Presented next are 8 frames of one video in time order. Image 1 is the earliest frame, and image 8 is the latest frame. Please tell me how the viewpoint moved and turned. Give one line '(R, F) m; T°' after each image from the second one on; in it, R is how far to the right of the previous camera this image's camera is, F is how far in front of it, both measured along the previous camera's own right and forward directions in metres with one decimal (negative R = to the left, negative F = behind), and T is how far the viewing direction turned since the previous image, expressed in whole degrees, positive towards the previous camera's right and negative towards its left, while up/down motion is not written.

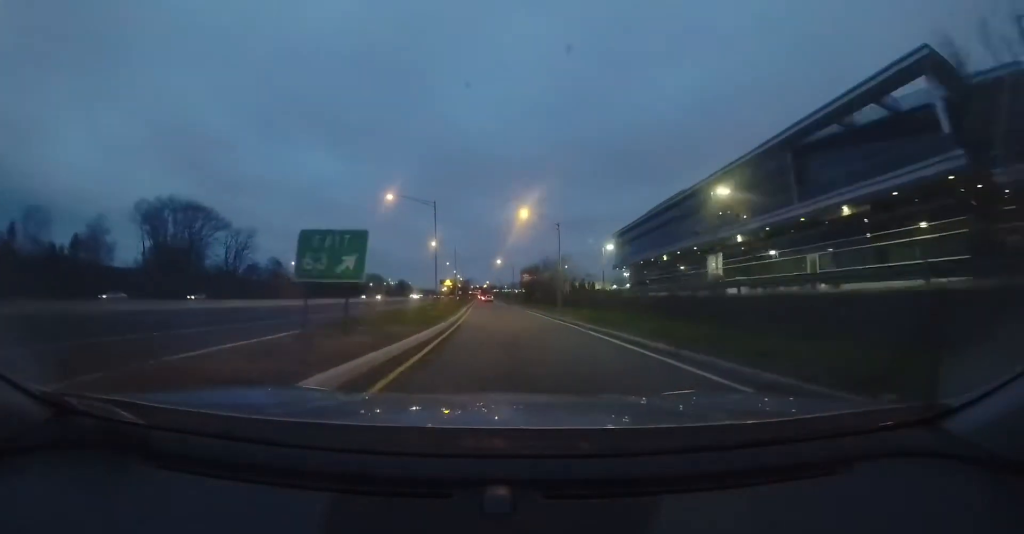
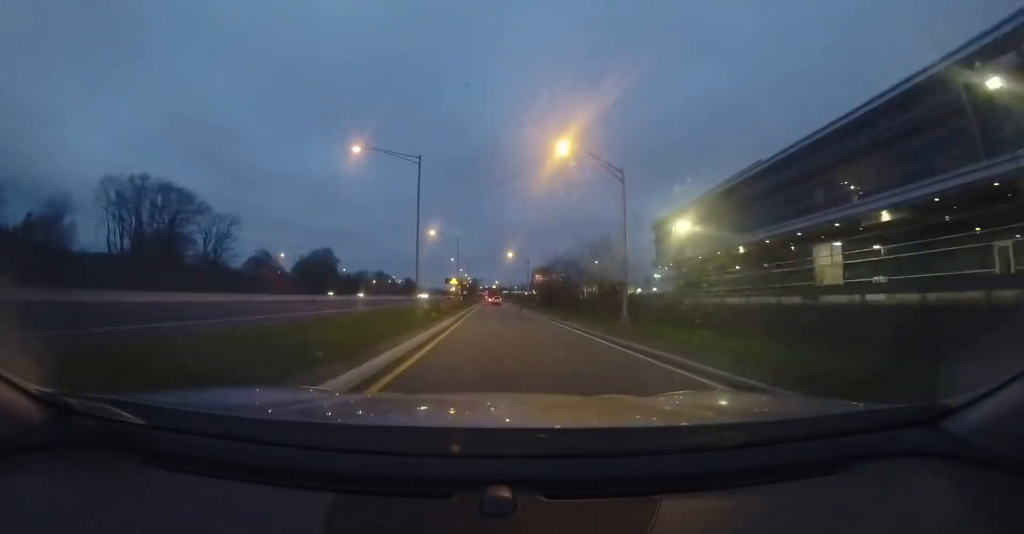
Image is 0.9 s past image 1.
(0.0, +11.6) m; -1°
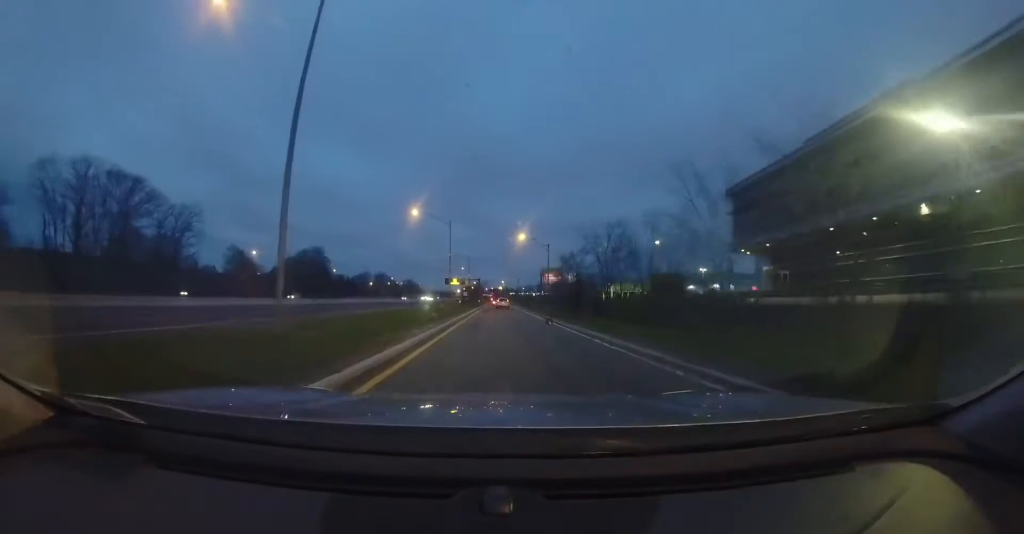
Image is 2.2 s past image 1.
(-0.6, +14.8) m; -2°
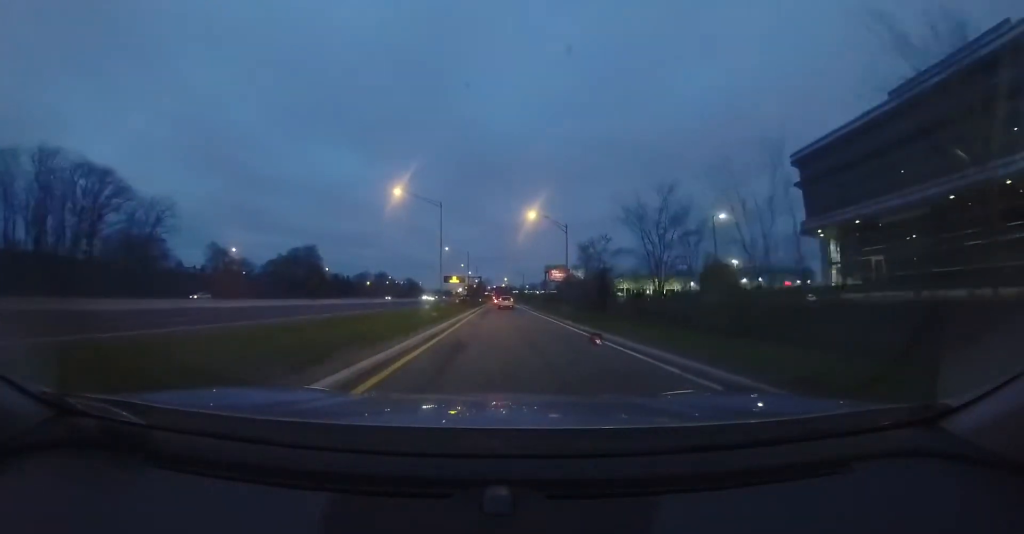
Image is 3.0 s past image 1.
(-0.1, +8.0) m; +1°
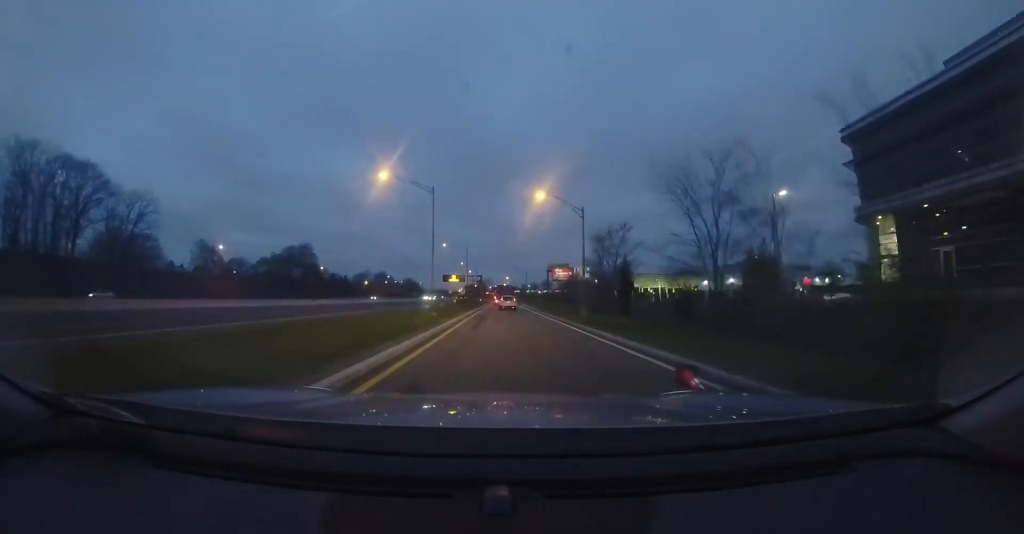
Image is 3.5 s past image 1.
(+0.3, +4.5) m; 0°
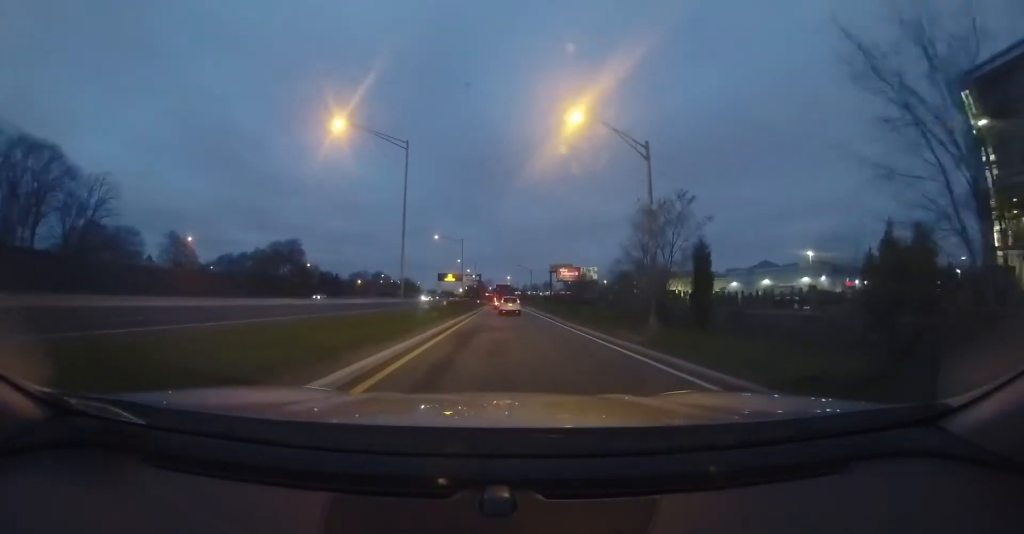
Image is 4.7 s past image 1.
(-0.4, +9.0) m; 0°
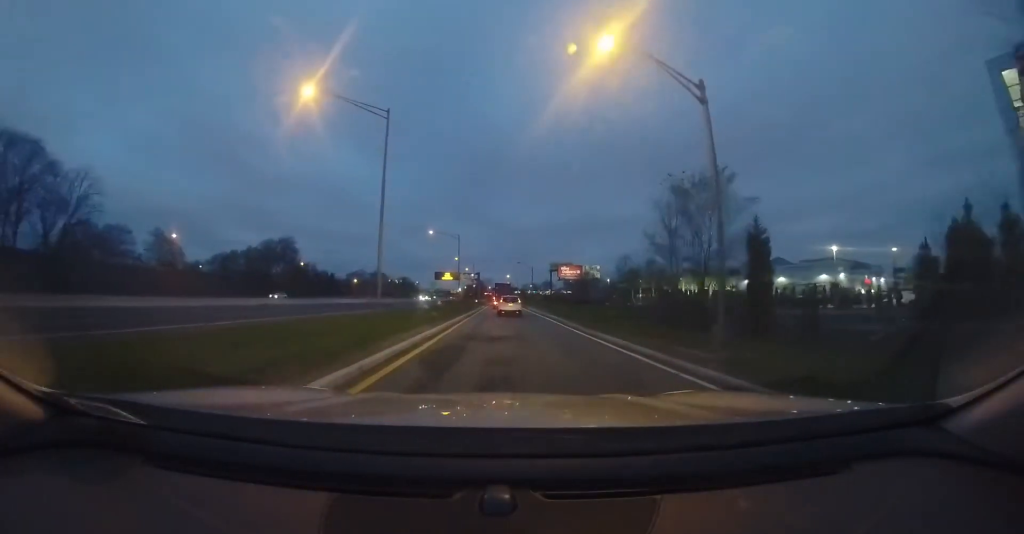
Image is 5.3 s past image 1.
(+0.2, +3.4) m; 0°
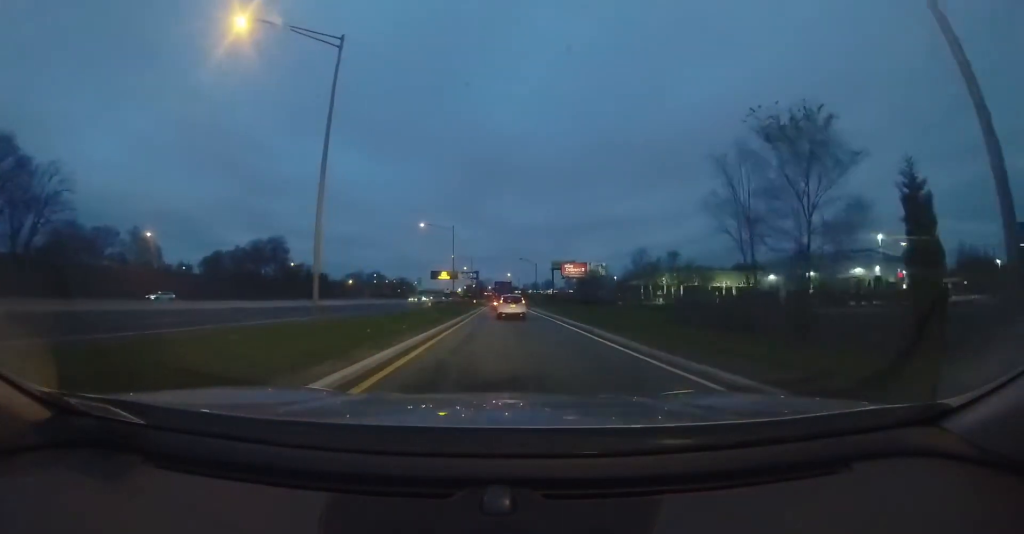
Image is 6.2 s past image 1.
(0.0, +5.5) m; -3°
